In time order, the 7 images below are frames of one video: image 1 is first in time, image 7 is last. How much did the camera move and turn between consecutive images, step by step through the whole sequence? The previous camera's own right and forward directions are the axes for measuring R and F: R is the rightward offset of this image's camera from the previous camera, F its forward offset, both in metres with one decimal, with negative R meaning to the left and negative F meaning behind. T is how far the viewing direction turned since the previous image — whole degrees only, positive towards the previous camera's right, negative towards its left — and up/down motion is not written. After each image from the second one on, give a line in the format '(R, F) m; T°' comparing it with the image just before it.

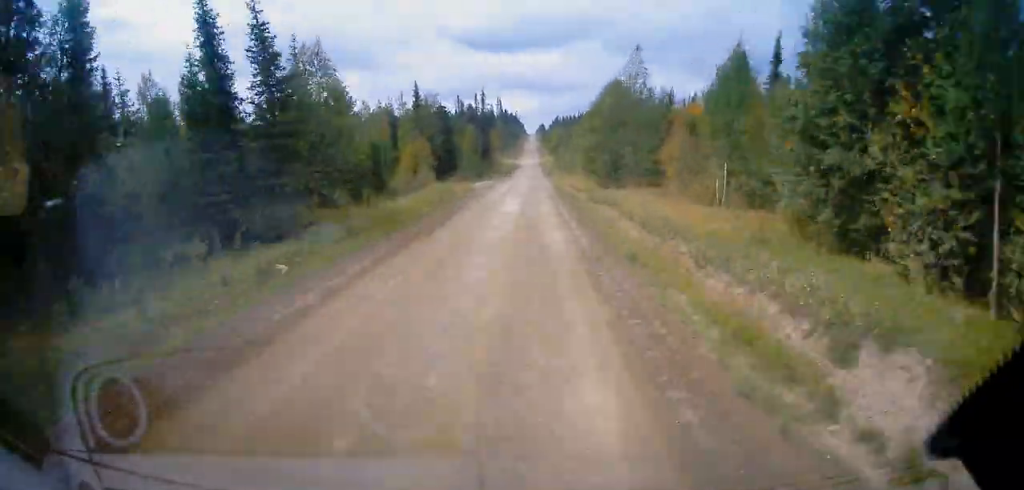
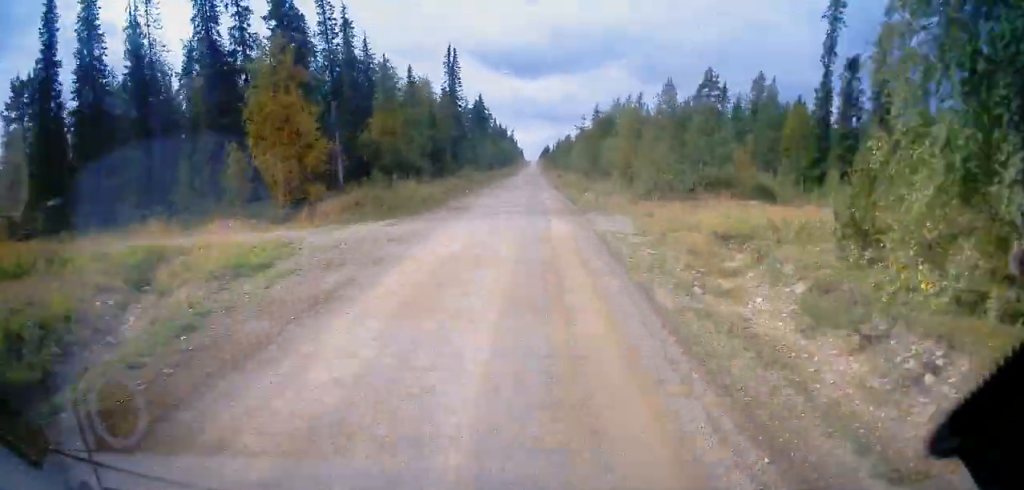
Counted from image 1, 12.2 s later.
(-0.2, +144.9) m; 0°
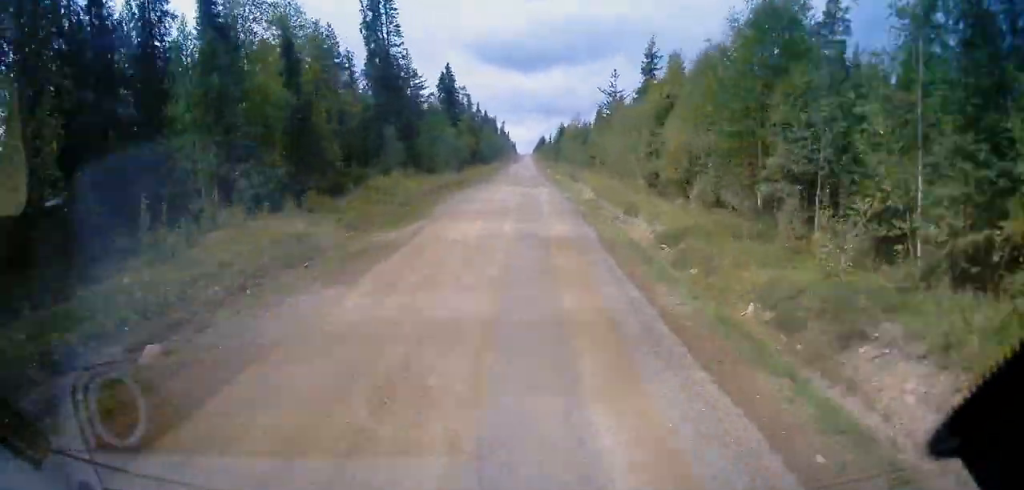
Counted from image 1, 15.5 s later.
(0.0, +38.3) m; 0°
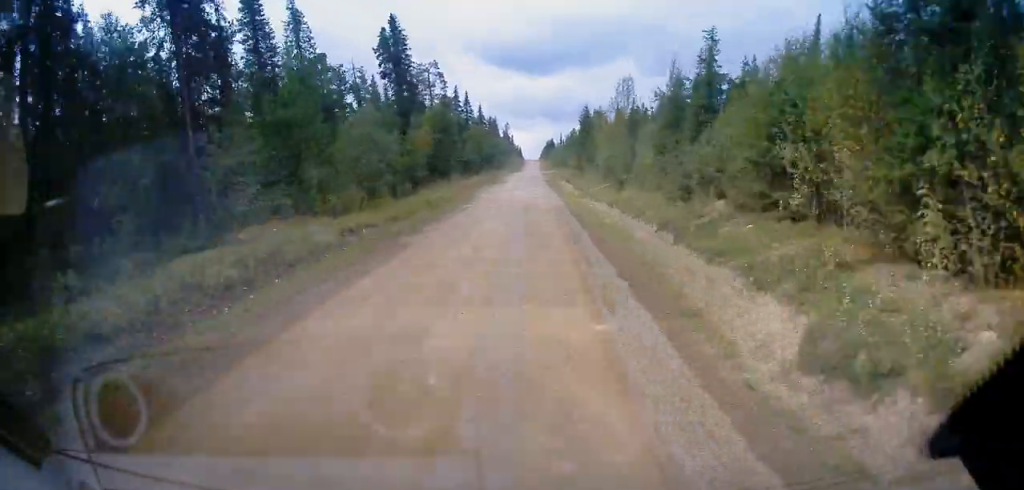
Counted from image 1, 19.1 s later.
(0.0, +40.5) m; 0°
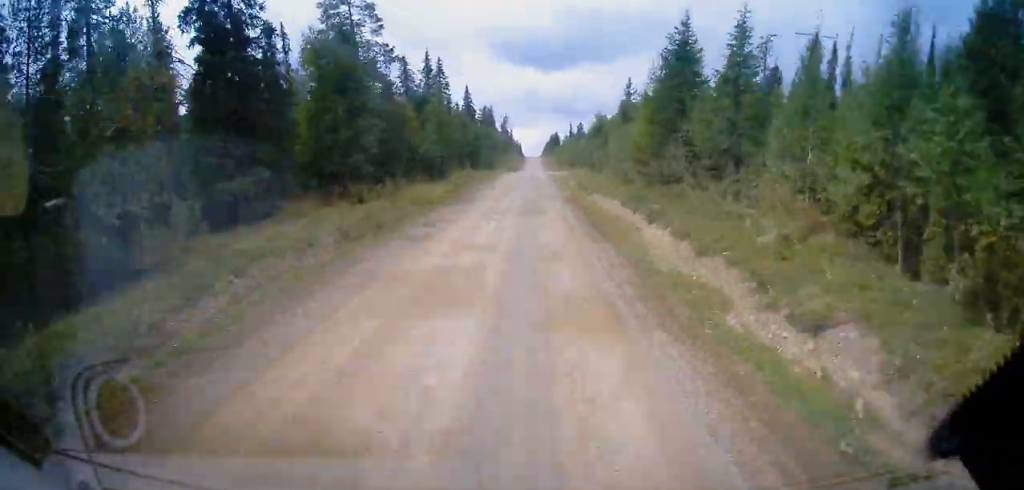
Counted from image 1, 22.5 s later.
(-0.2, +37.6) m; 0°
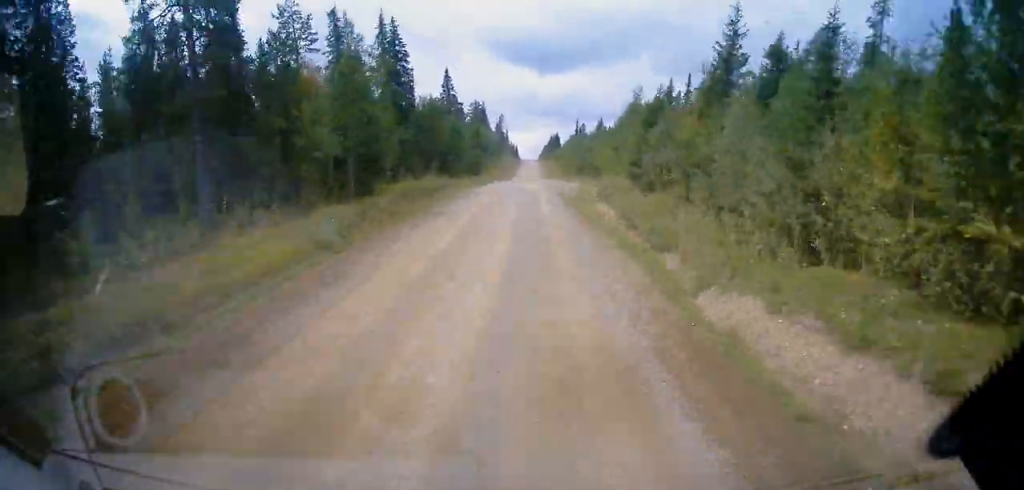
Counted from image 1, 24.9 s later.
(0.0, +25.5) m; 0°
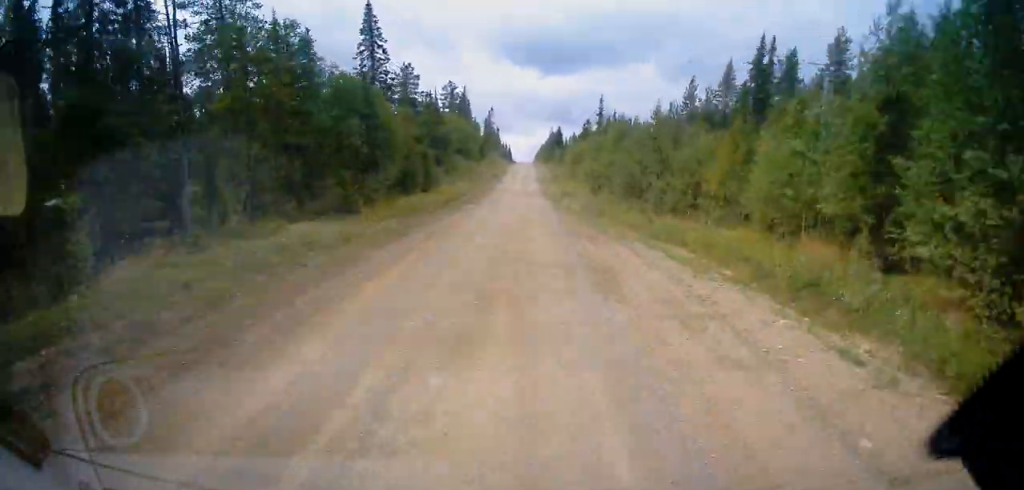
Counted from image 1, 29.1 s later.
(0.0, +43.1) m; 0°
